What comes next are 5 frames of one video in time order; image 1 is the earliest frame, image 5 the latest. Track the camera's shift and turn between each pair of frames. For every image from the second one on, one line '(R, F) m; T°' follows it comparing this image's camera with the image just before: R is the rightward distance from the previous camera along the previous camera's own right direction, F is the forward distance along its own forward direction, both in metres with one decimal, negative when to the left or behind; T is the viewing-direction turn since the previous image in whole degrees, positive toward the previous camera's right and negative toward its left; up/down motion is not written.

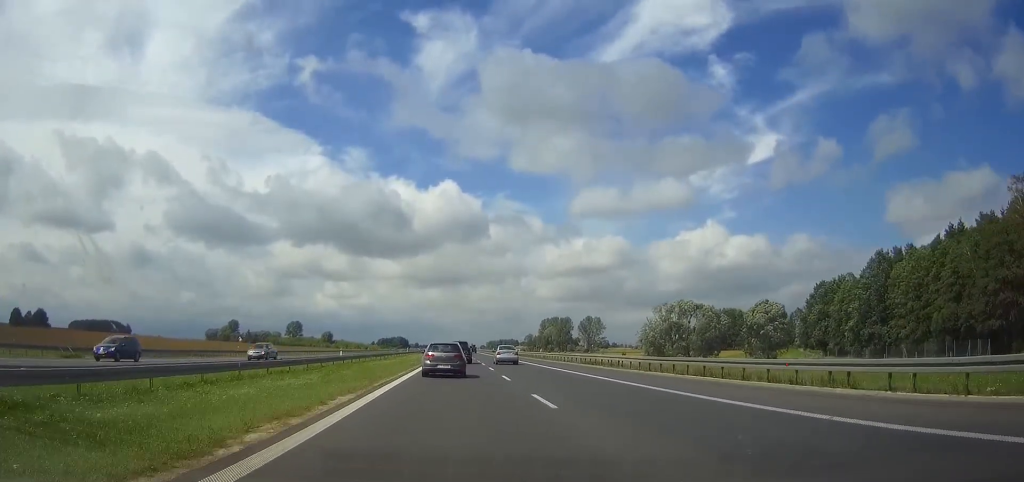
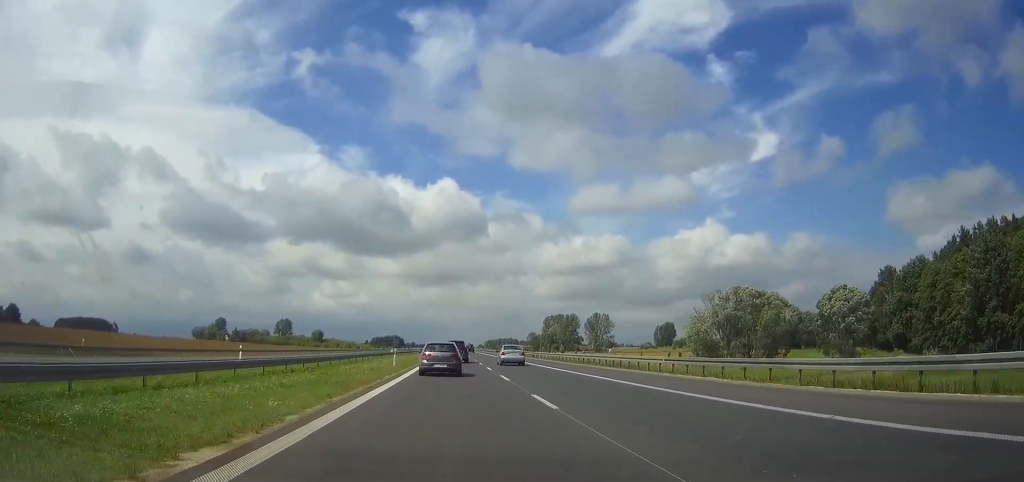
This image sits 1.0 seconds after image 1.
(-0.1, +36.1) m; 0°
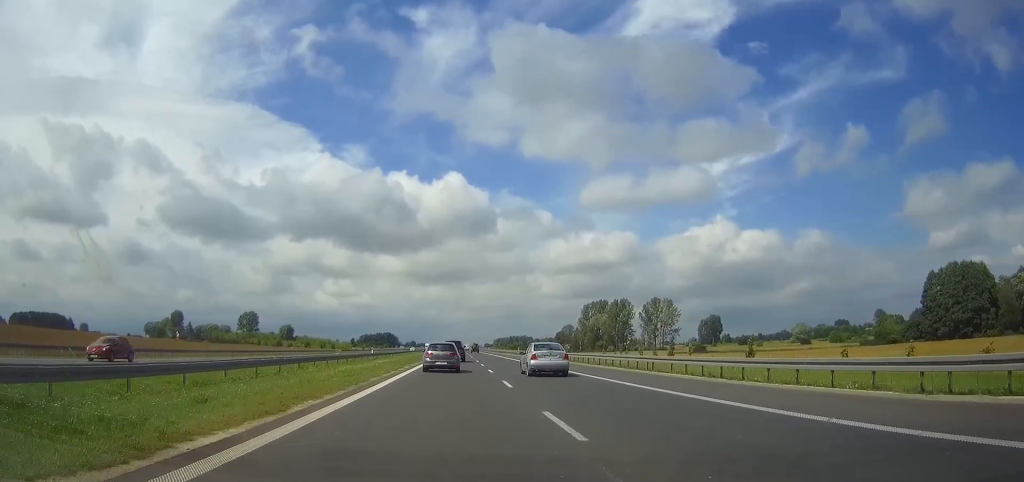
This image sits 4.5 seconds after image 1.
(+1.0, +136.1) m; 0°
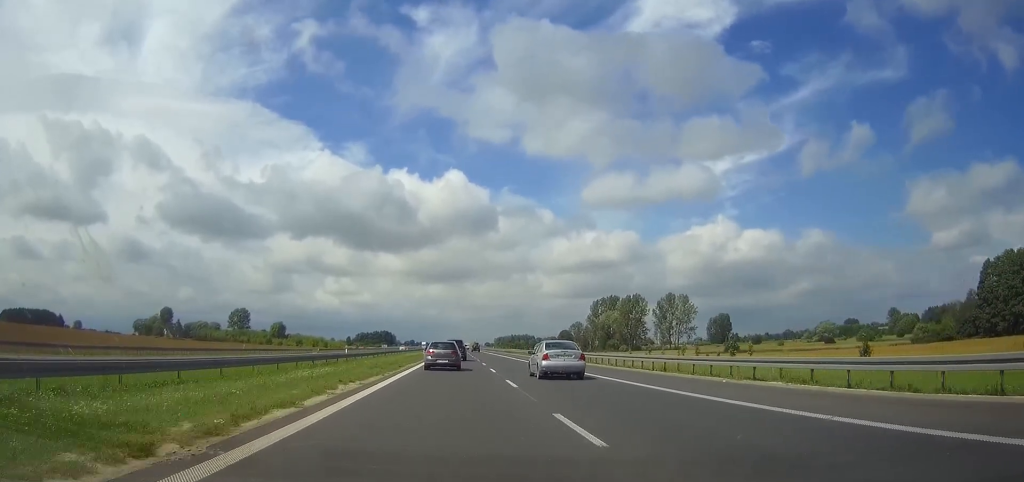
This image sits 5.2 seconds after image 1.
(-0.1, +24.5) m; 0°
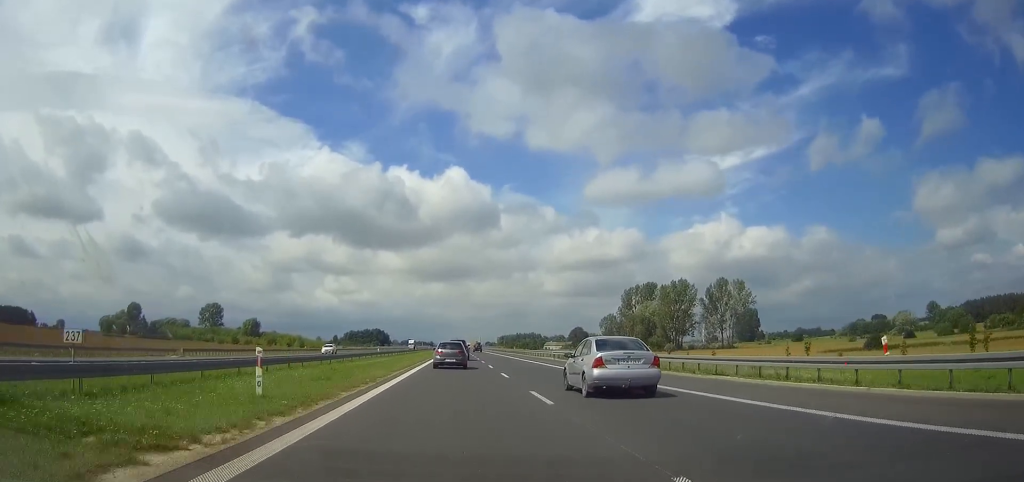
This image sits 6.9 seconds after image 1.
(+0.2, +66.1) m; 0°
